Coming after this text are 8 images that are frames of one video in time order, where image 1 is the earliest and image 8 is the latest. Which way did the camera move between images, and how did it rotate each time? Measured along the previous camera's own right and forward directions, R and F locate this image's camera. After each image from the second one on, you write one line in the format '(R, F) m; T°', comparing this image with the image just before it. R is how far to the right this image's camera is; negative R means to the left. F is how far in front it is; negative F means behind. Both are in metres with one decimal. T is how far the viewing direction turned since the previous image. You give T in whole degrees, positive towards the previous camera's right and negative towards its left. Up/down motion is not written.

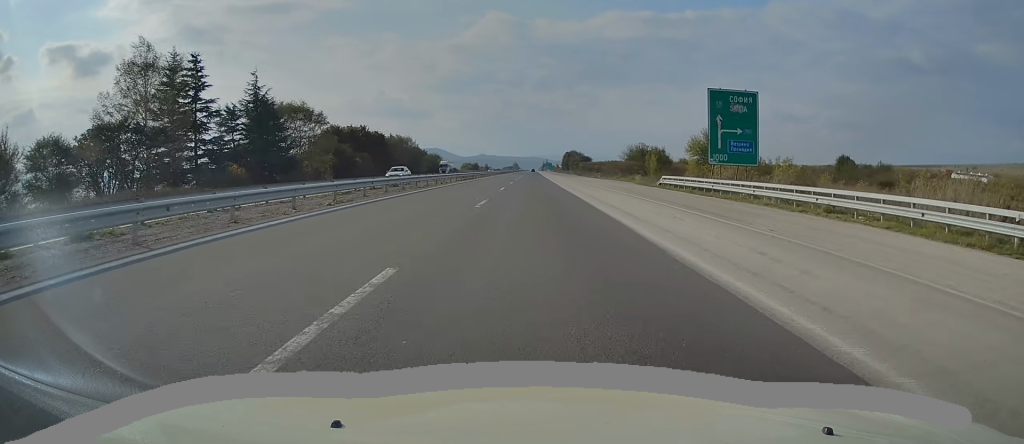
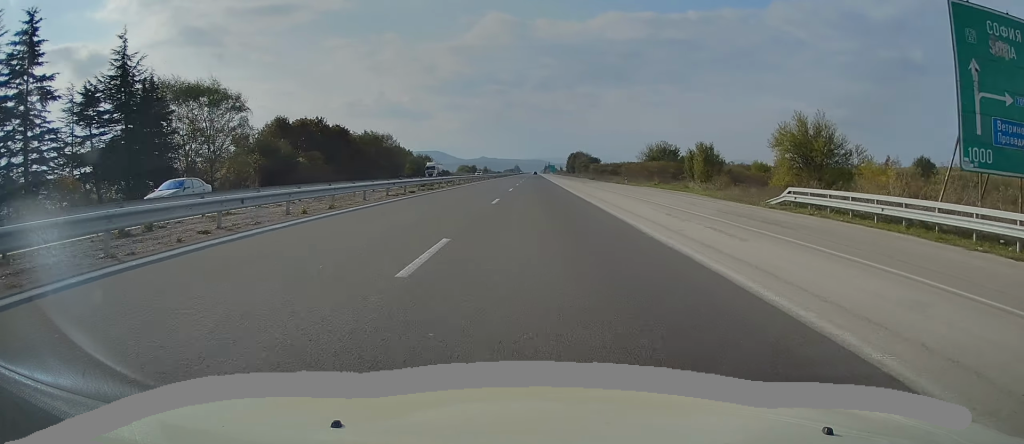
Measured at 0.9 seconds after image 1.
(+0.3, +29.1) m; 0°
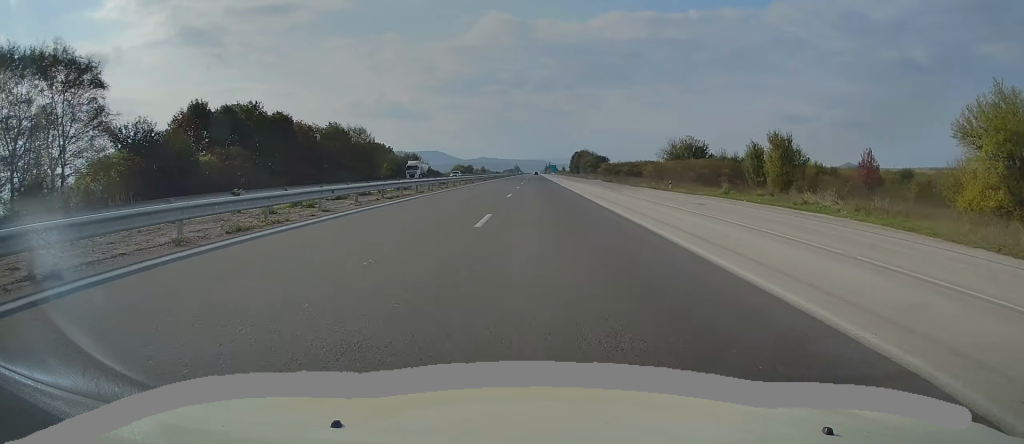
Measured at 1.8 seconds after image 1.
(-0.1, +26.0) m; 0°
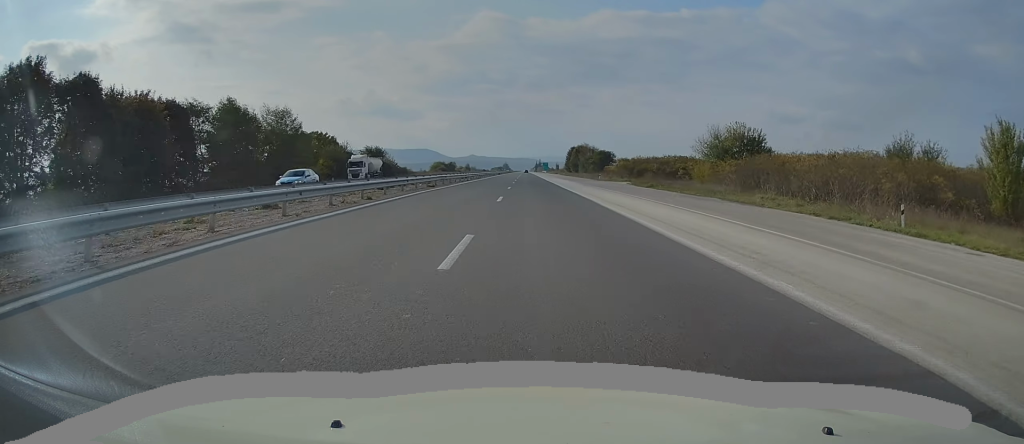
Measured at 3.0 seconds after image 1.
(-0.2, +38.6) m; 0°
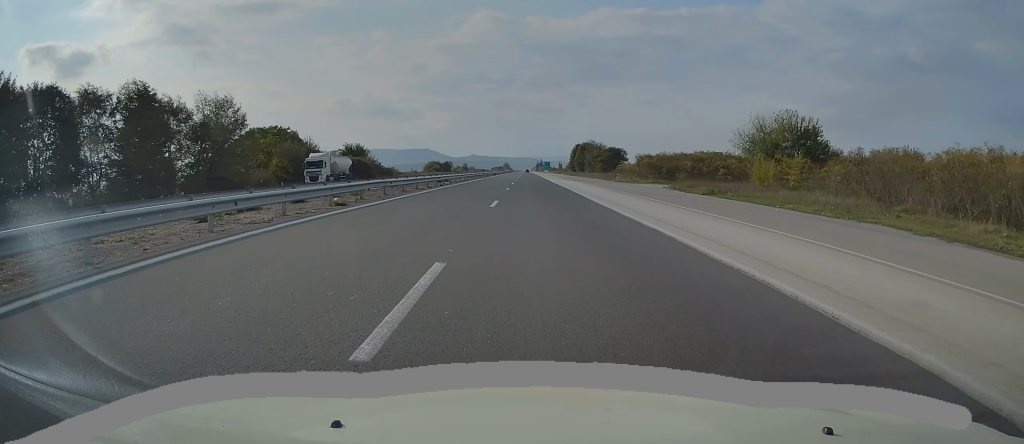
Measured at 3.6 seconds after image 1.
(+0.1, +19.9) m; 0°
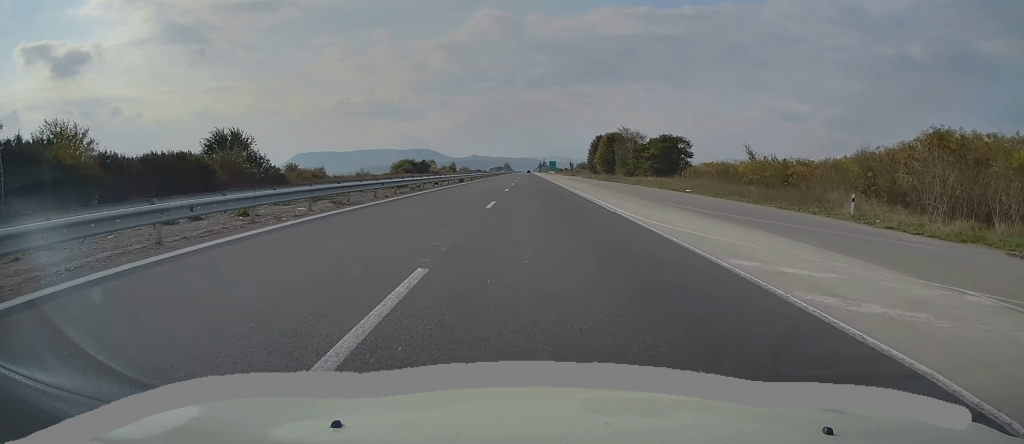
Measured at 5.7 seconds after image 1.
(+0.1, +66.1) m; 0°
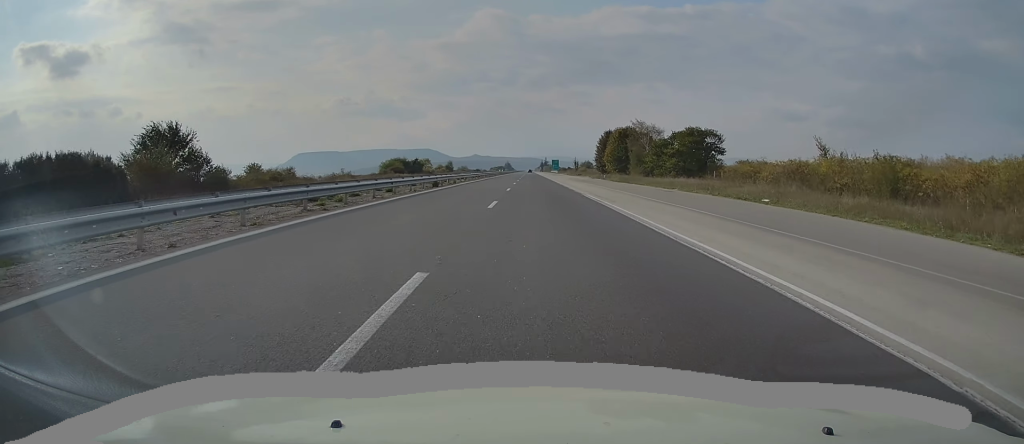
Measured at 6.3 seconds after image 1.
(-0.2, +16.7) m; 0°
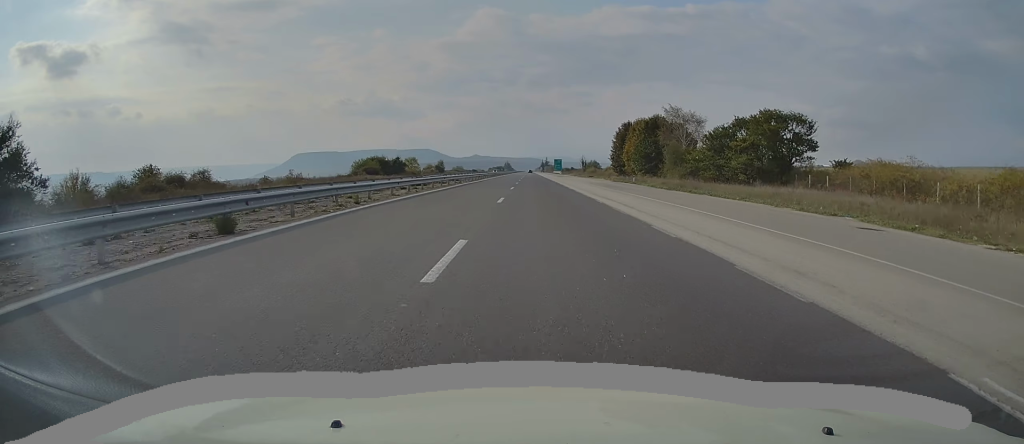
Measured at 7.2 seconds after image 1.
(+0.4, +29.1) m; 0°
